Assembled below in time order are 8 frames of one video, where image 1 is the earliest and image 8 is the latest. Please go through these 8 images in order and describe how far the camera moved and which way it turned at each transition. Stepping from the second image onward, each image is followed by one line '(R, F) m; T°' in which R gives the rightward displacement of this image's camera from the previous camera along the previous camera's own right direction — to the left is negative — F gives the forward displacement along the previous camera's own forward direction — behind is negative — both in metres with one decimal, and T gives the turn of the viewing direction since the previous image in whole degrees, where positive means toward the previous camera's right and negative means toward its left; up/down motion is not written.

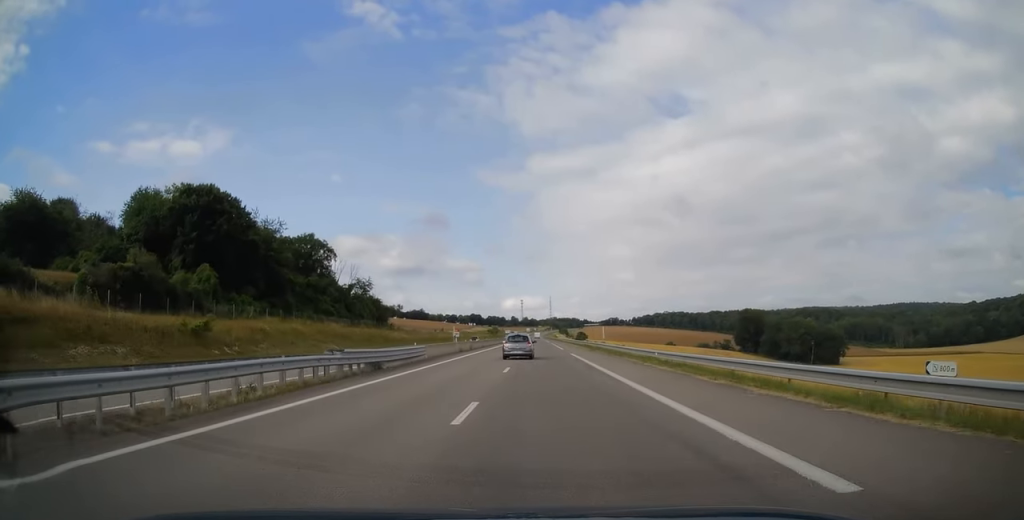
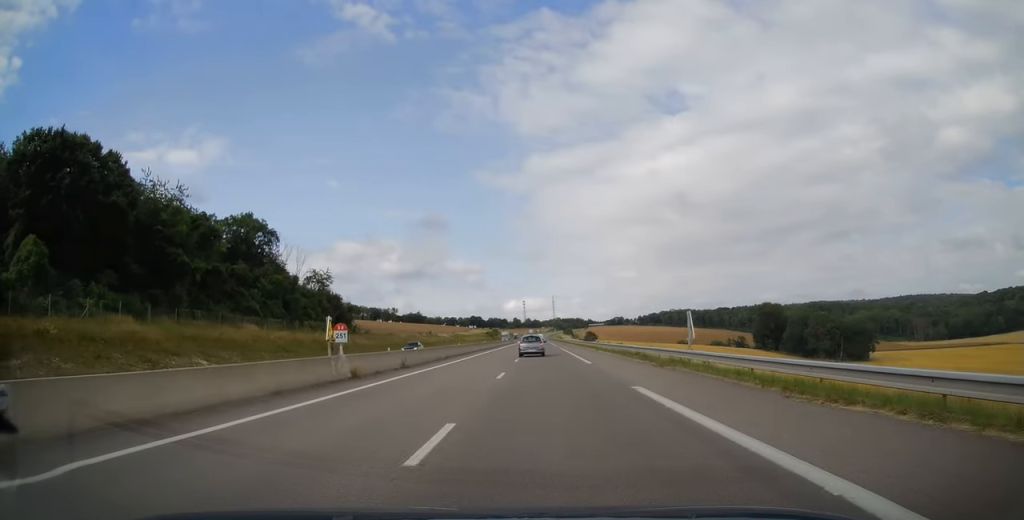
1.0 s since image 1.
(-0.1, +29.5) m; 0°
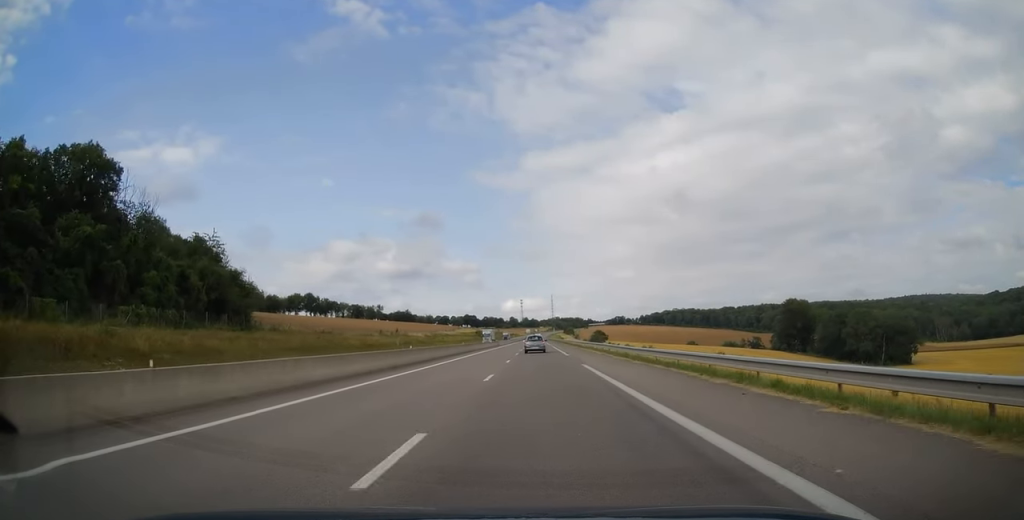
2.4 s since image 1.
(0.0, +41.4) m; 0°
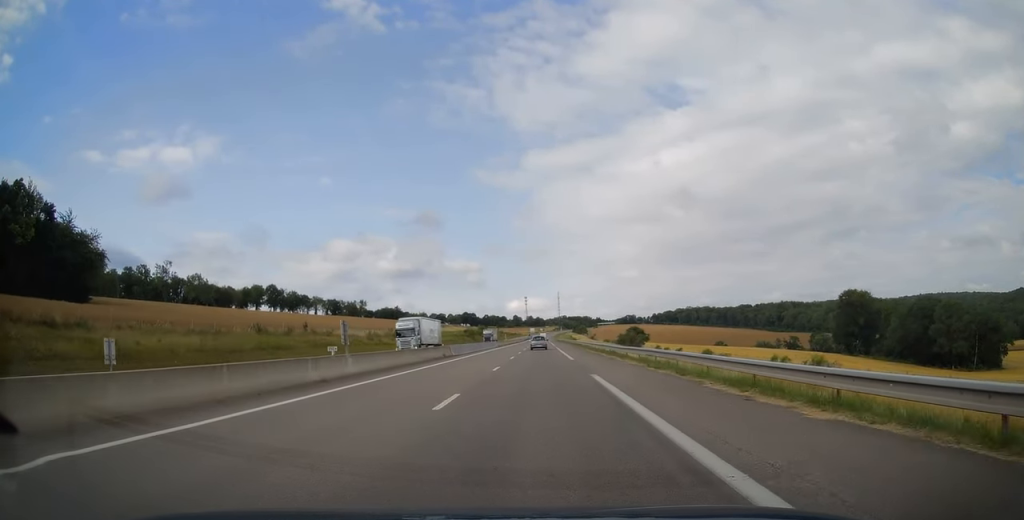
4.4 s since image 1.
(-0.5, +60.5) m; -1°
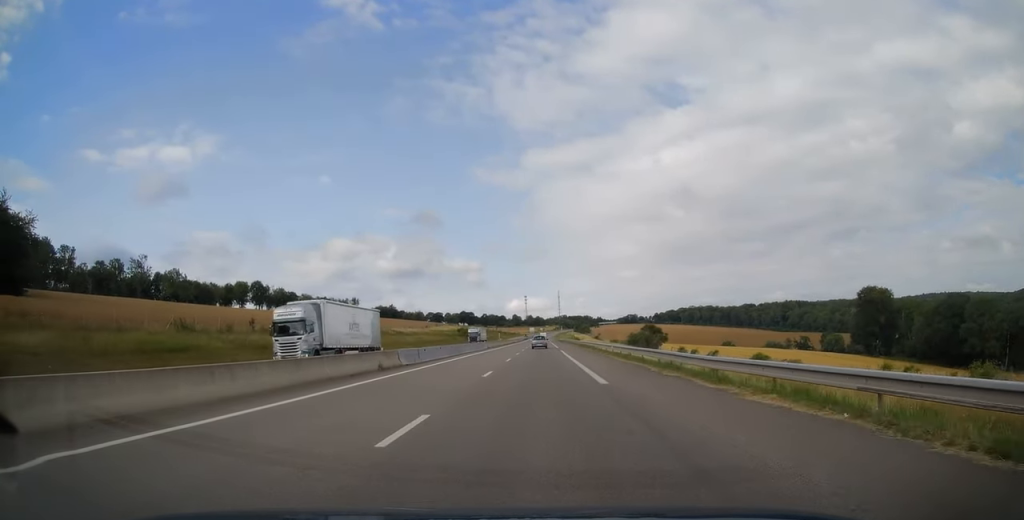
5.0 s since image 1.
(+0.1, +17.2) m; 0°
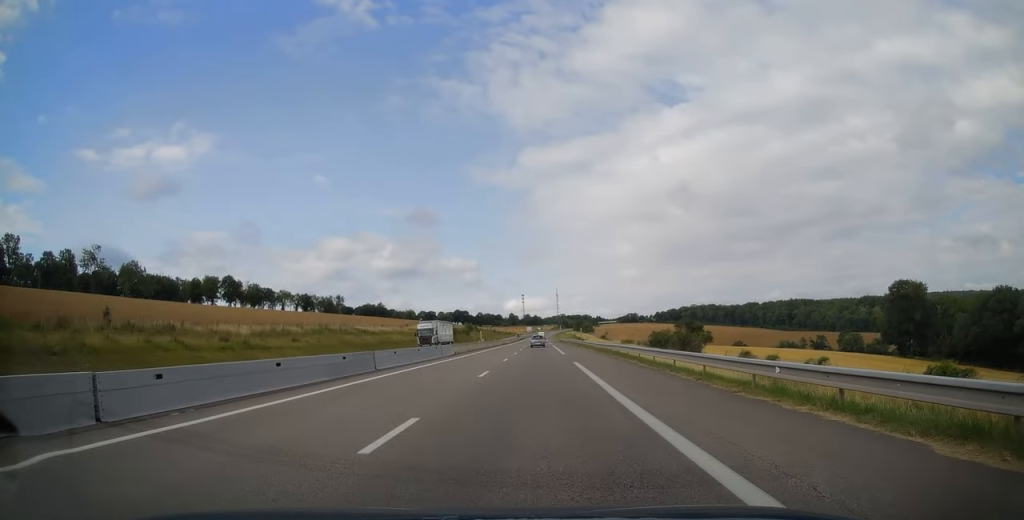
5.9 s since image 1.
(+0.2, +27.0) m; 0°
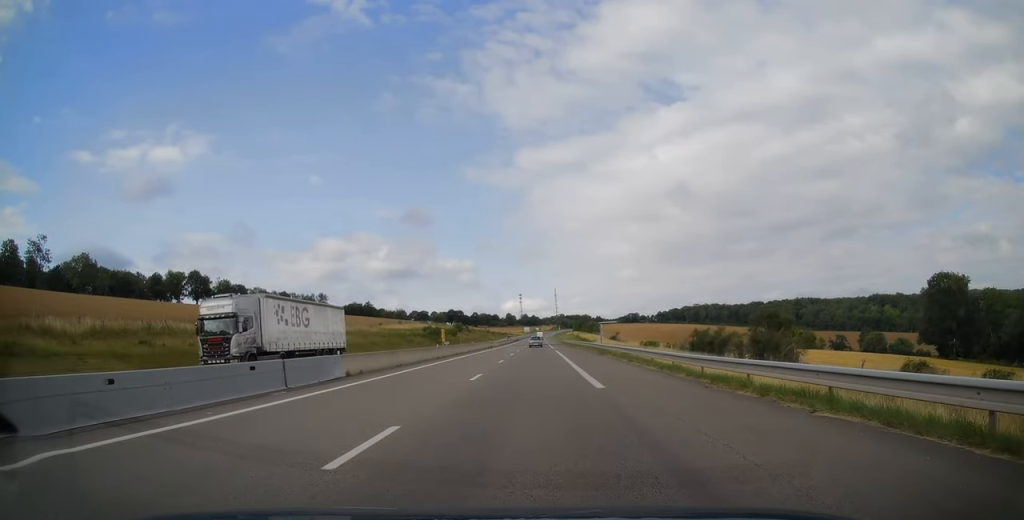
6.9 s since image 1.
(-0.1, +27.5) m; -1°
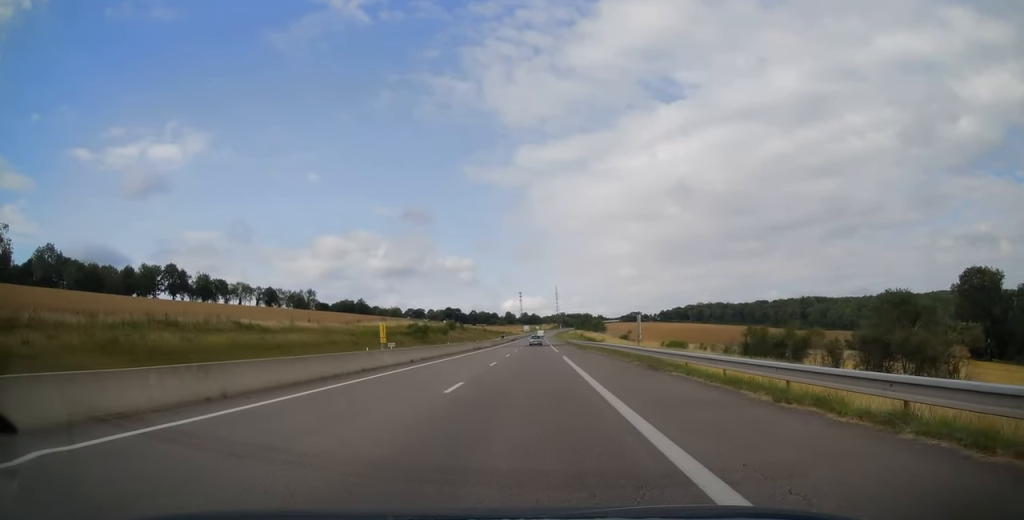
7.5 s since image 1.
(-0.2, +18.2) m; 0°
